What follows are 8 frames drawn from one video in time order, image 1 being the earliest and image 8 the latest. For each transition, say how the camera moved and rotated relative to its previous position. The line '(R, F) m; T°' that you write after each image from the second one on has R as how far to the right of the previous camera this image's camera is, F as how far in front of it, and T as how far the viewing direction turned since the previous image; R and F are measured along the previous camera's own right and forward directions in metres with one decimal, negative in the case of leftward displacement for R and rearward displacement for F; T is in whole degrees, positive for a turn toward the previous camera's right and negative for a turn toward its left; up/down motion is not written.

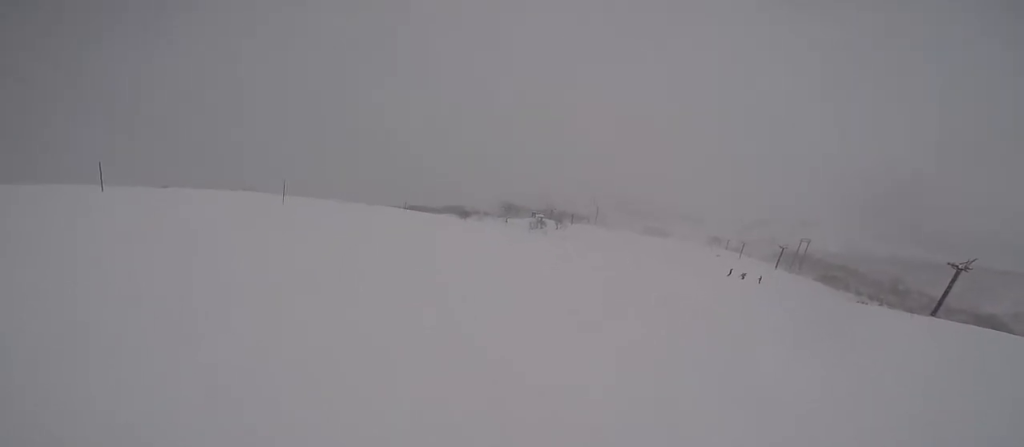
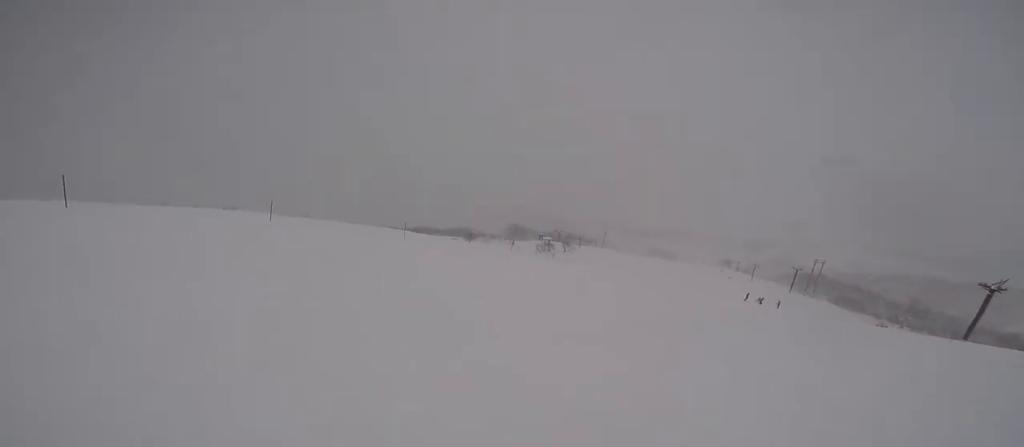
(-0.4, +2.0) m; -19°
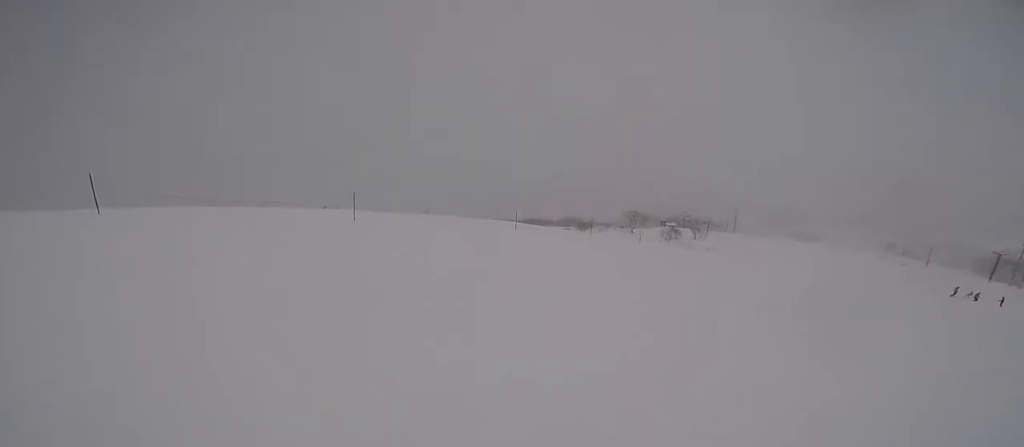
(-2.3, +5.6) m; -29°
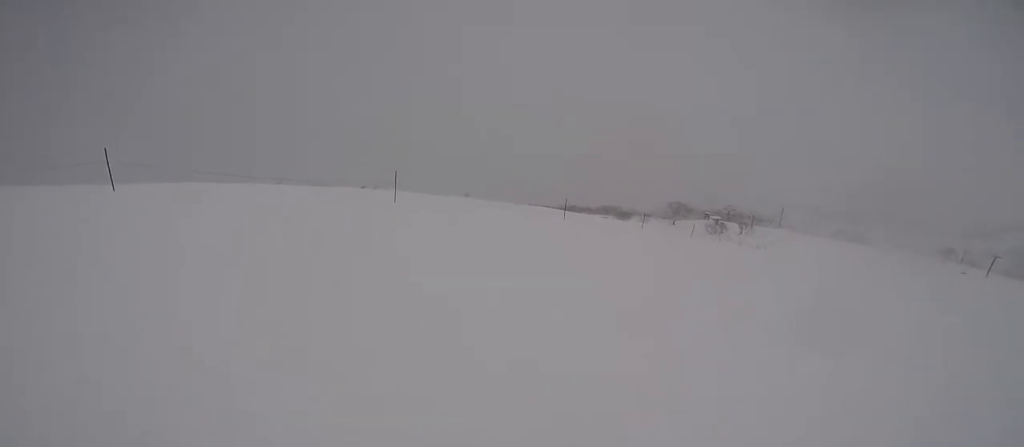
(-0.4, +2.3) m; +3°
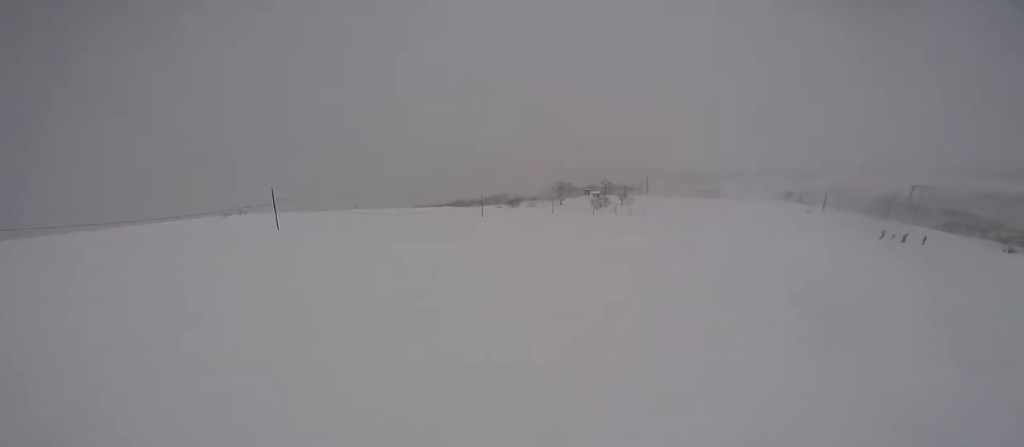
(+0.8, +3.9) m; +4°
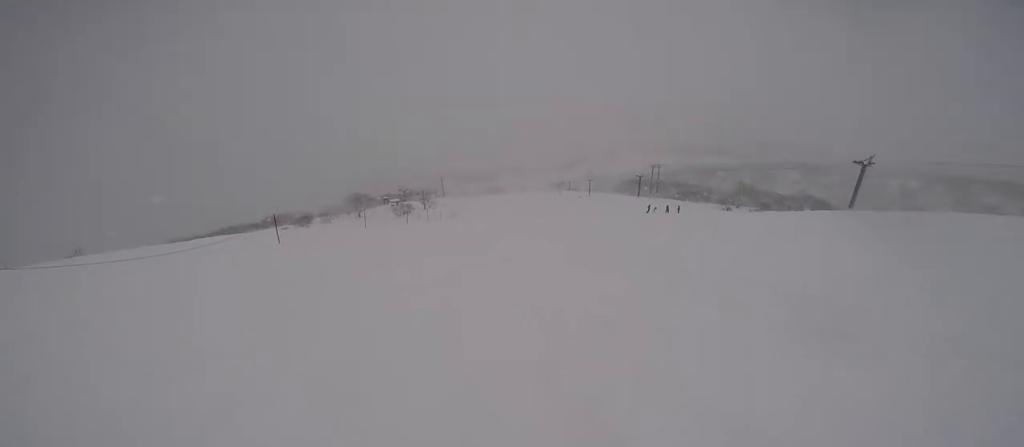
(-0.3, +3.7) m; +20°
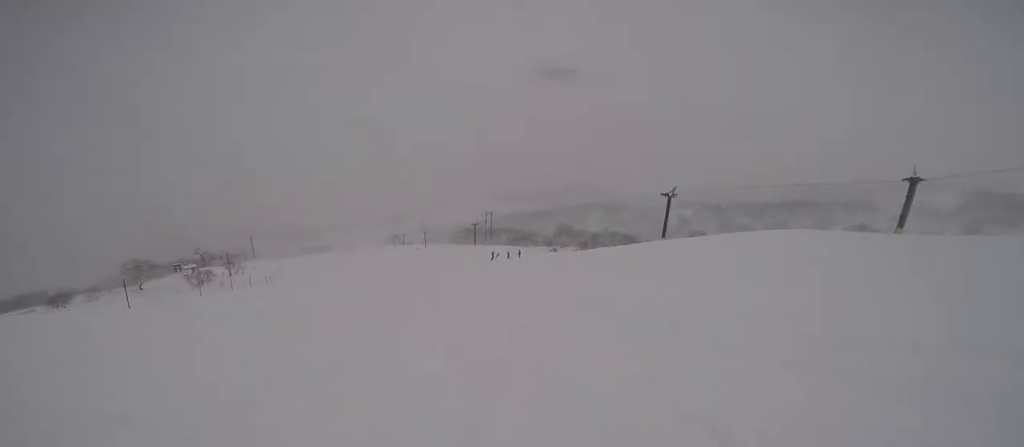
(+2.1, +3.6) m; +50°
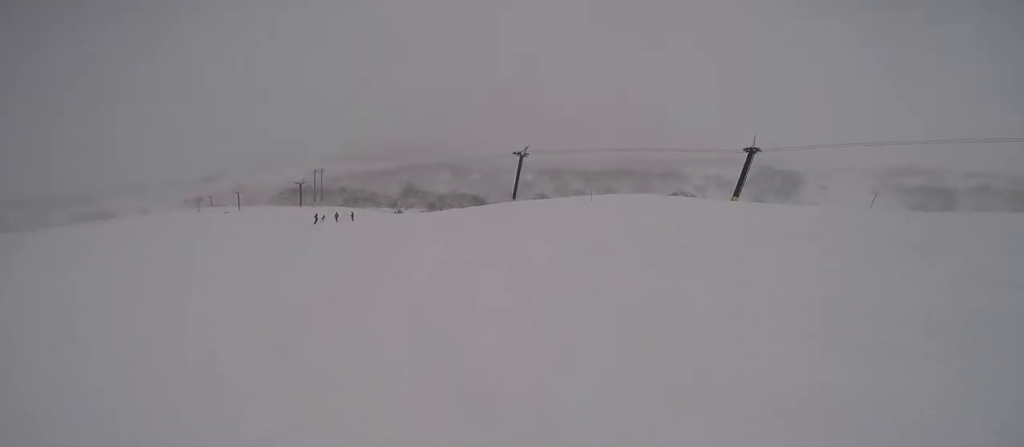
(+1.6, +5.5) m; +19°
